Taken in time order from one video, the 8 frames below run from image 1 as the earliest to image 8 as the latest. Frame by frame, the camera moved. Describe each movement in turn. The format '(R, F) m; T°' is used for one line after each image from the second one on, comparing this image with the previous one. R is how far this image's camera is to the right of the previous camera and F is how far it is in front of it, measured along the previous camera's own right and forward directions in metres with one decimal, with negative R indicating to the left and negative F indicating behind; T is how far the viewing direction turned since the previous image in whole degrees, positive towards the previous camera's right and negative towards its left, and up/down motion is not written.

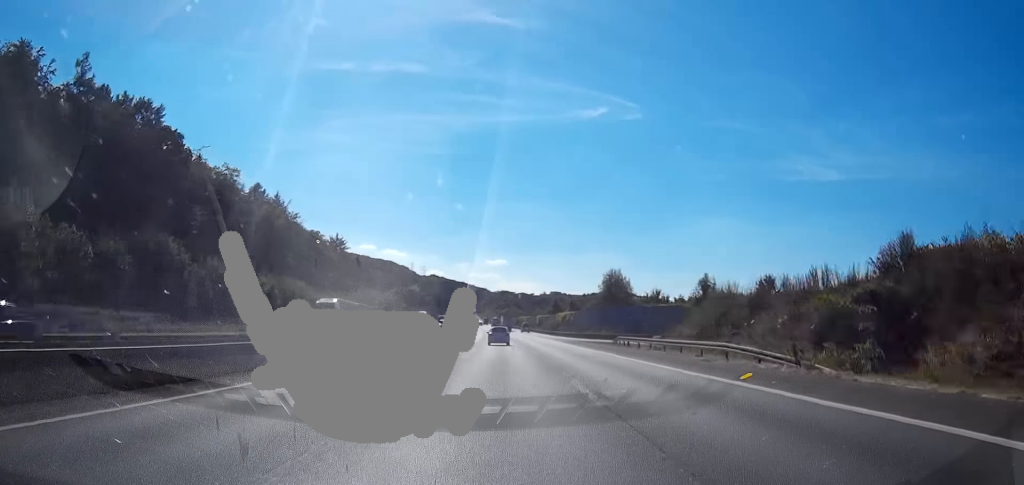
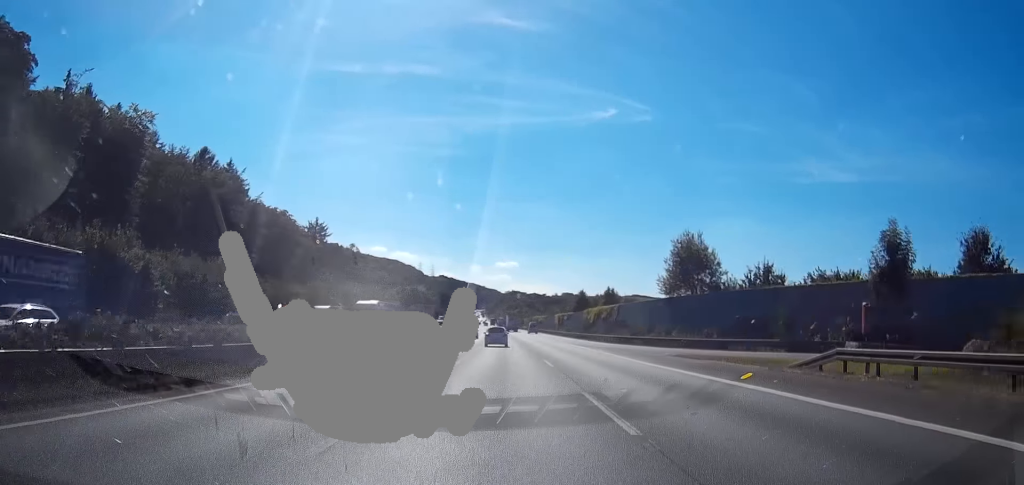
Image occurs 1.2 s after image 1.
(-0.1, +38.3) m; -1°
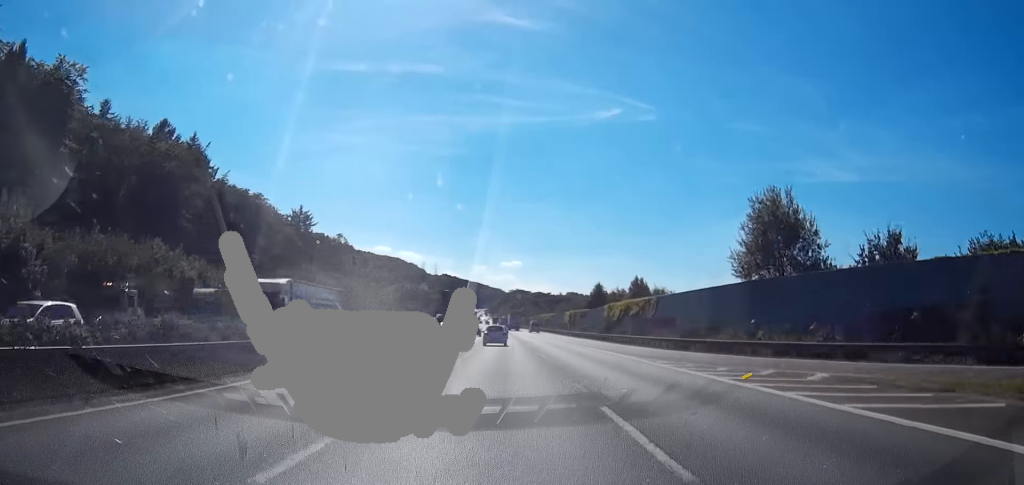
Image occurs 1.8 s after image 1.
(-0.2, +19.9) m; -1°
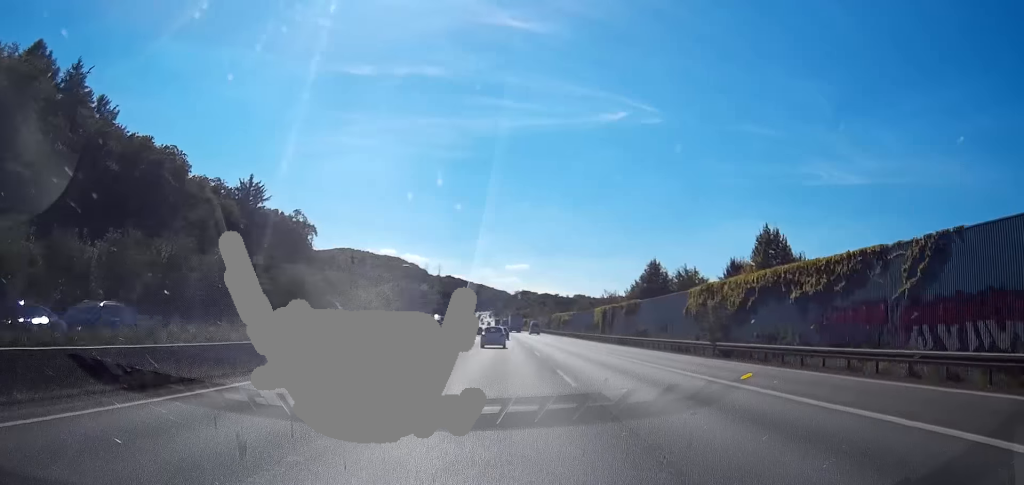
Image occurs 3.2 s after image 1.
(-0.3, +41.5) m; -1°
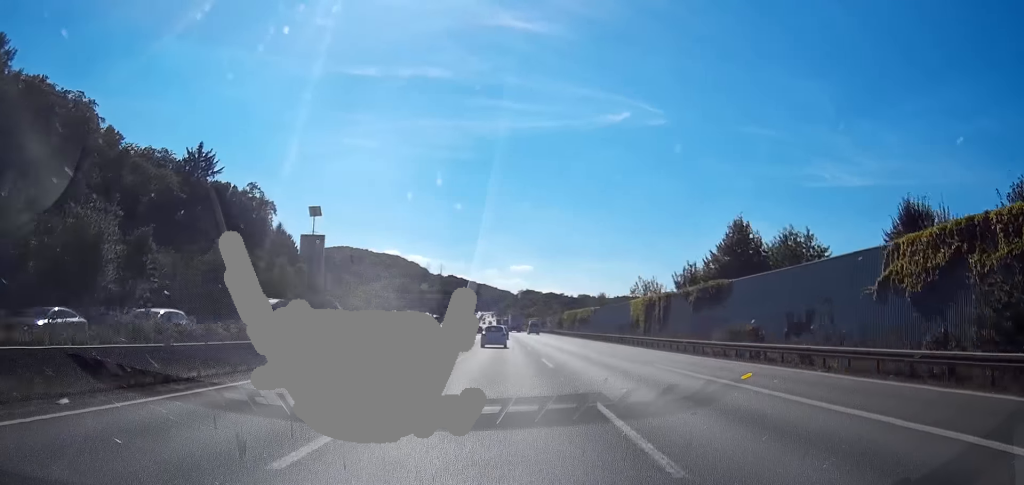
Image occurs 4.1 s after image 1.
(0.0, +27.6) m; 0°
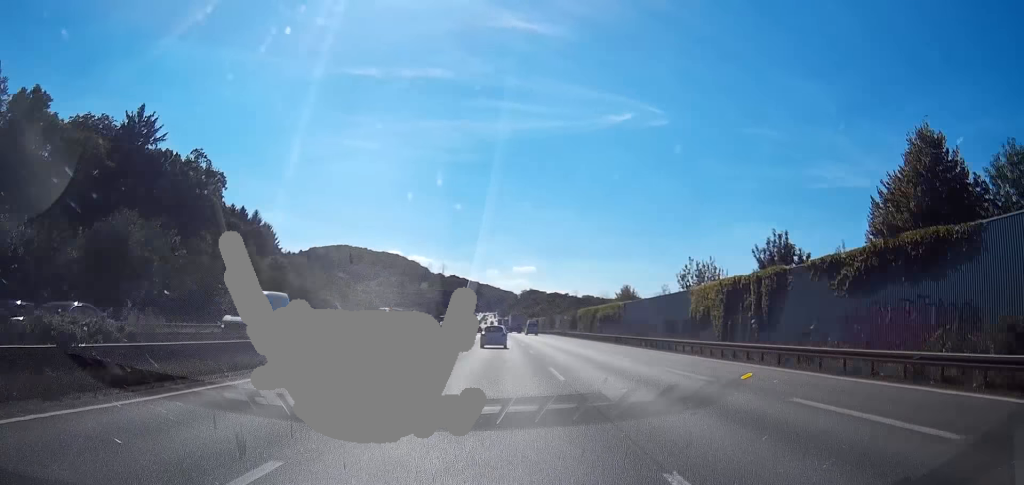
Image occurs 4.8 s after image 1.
(0.0, +23.5) m; -1°
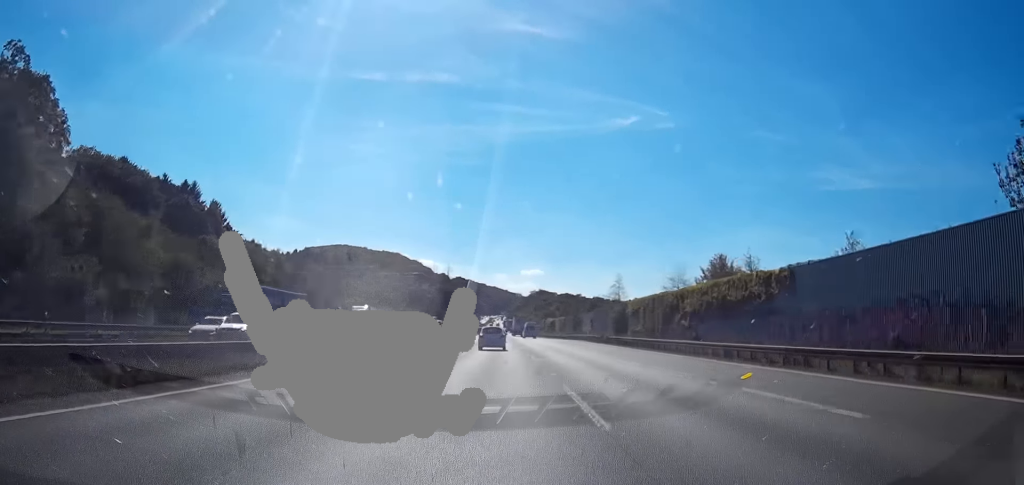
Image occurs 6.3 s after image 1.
(-0.5, +45.4) m; -1°
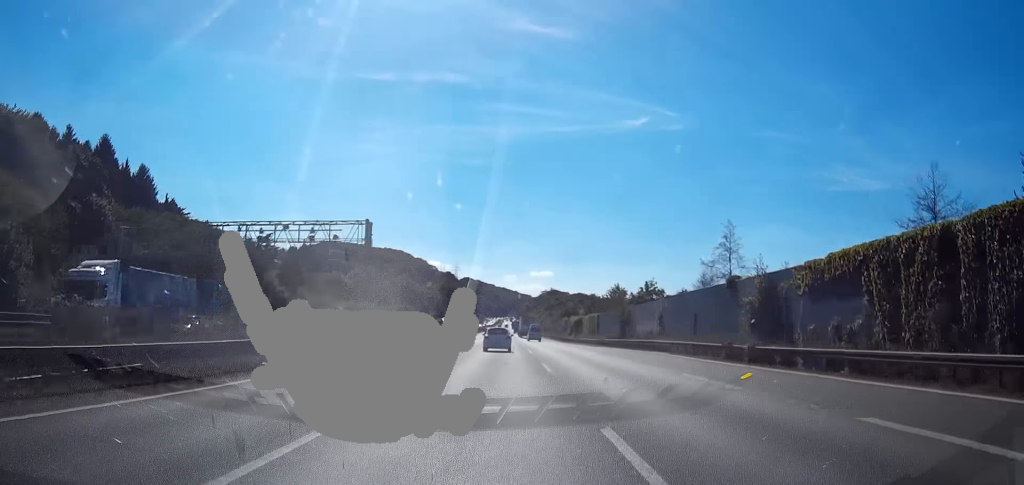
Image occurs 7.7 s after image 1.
(-0.2, +42.9) m; 0°
